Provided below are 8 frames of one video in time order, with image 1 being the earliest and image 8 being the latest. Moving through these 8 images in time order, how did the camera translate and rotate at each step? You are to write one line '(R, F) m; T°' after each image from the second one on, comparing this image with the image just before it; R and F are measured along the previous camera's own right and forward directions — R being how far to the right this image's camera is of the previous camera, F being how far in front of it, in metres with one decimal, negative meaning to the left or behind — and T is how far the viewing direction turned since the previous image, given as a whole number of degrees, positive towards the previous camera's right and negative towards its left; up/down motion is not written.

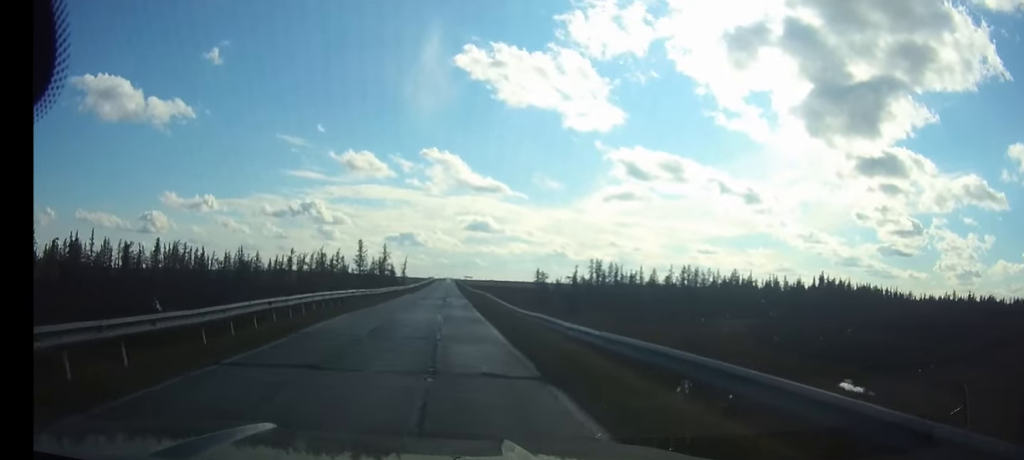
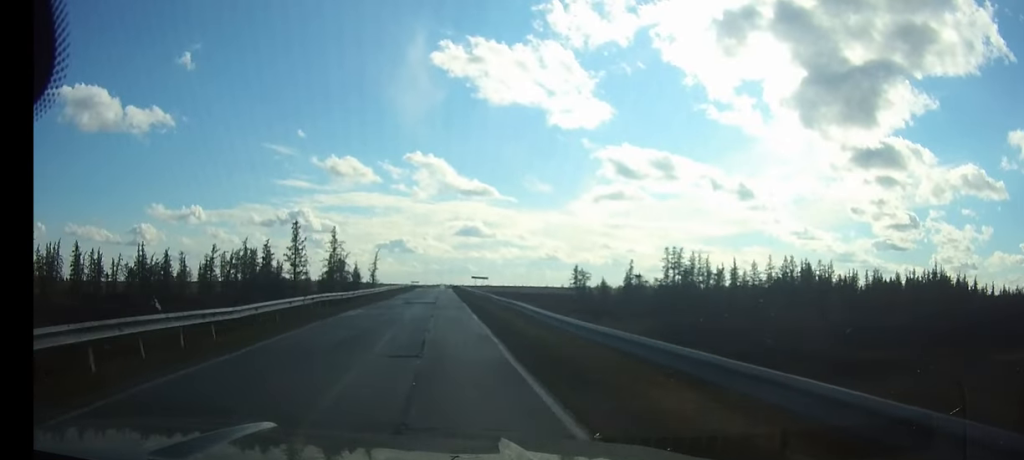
(+0.3, +86.9) m; 0°
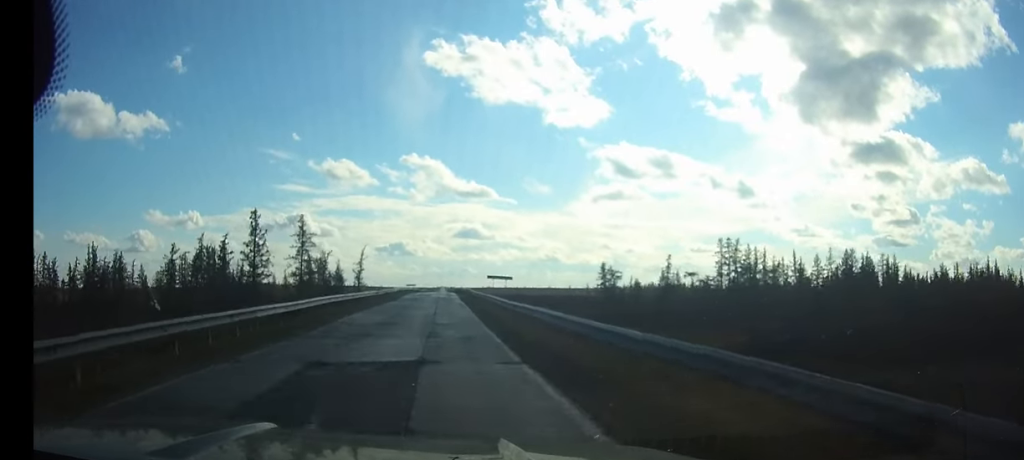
(-0.1, +28.7) m; 0°
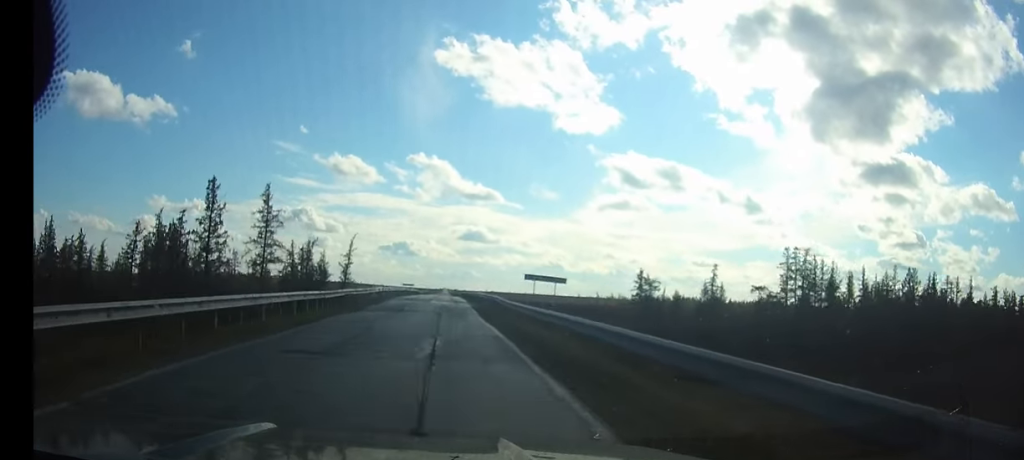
(0.0, +23.8) m; 0°
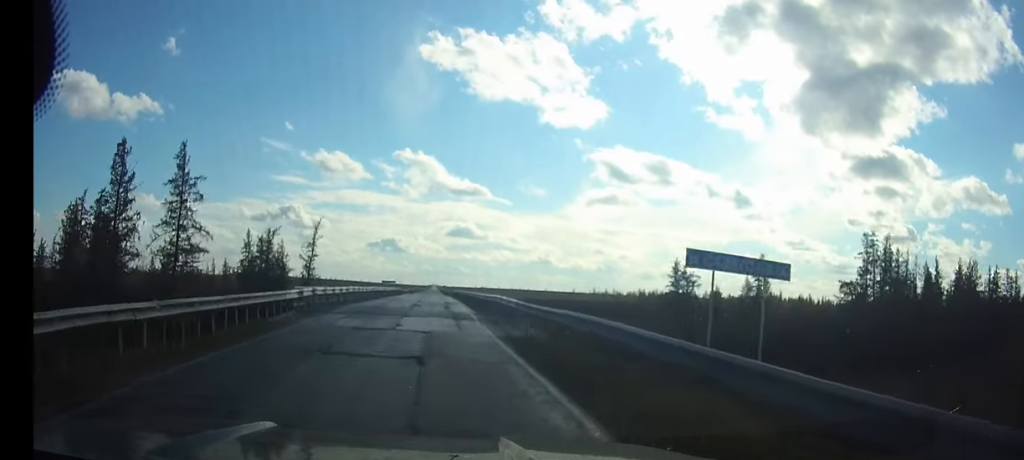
(+0.1, +23.3) m; 0°
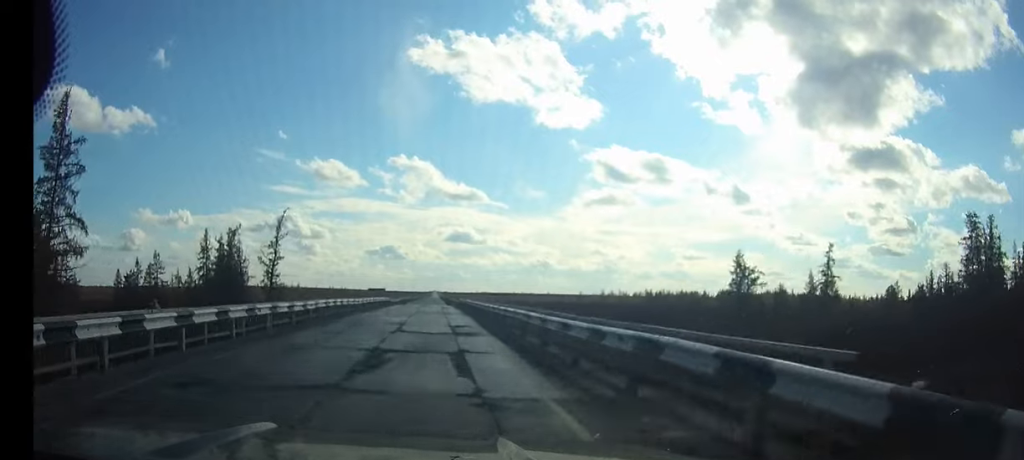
(0.0, +20.2) m; 0°
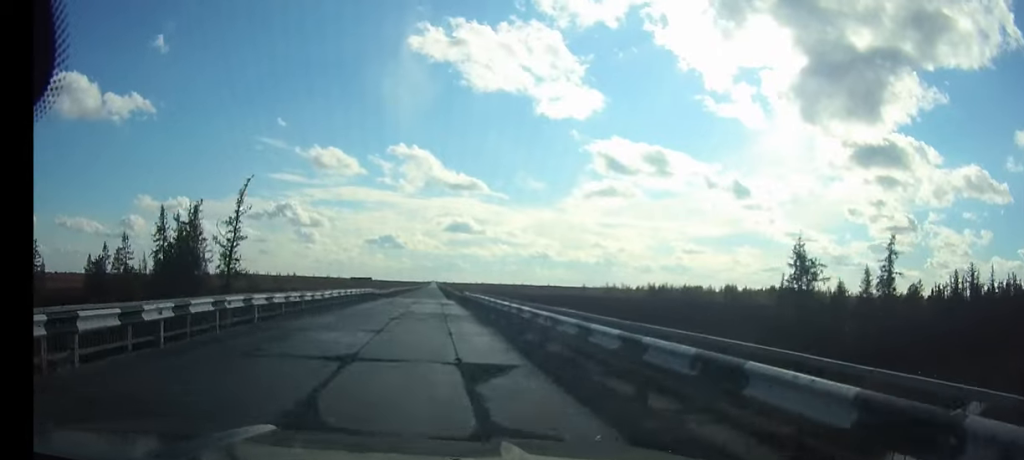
(0.0, +14.3) m; 0°
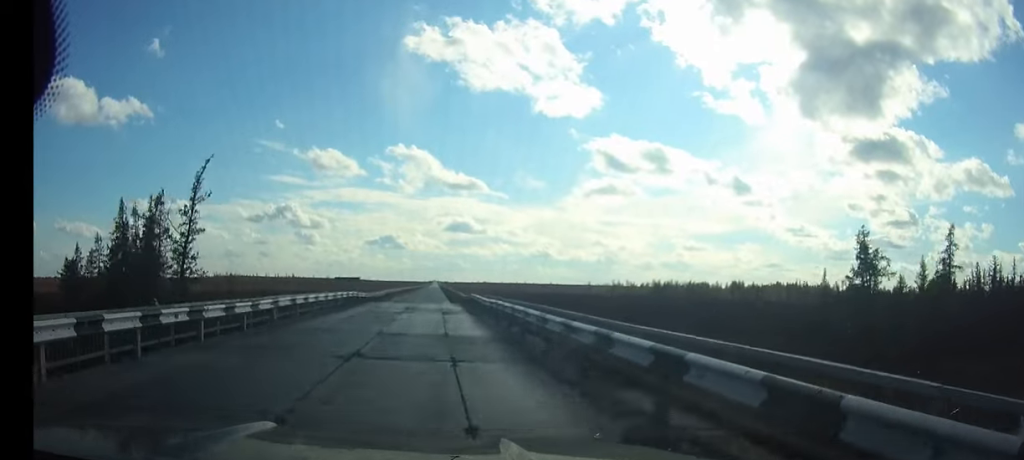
(0.0, +11.0) m; 0°
